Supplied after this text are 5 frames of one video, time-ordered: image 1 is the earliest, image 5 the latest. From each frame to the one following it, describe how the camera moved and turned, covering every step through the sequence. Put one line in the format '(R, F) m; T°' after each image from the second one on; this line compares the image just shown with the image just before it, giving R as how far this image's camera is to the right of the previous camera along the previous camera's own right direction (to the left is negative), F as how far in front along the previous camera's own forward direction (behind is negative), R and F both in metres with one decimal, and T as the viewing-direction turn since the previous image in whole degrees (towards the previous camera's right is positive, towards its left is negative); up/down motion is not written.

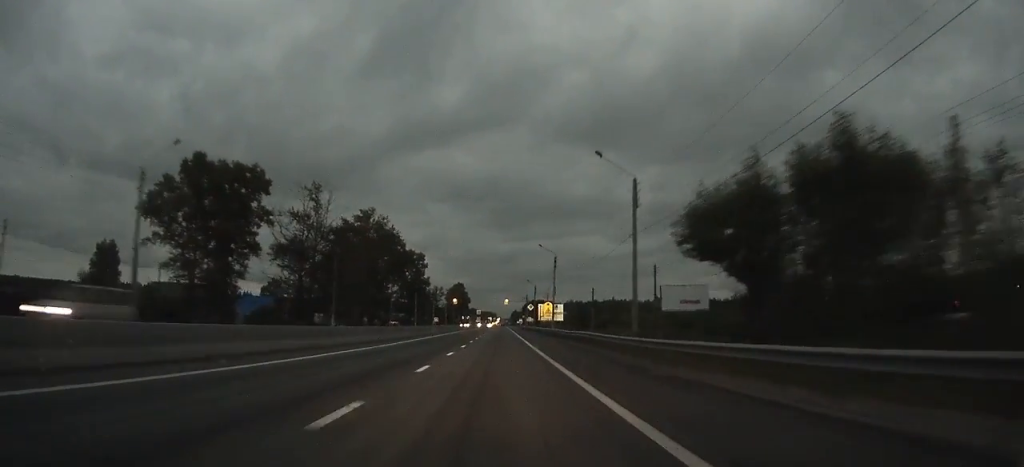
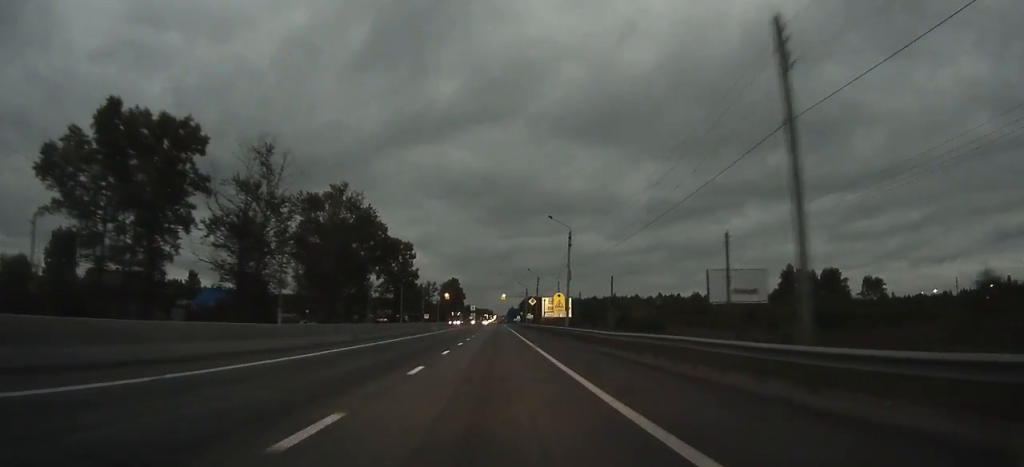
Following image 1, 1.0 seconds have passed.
(0.0, +17.1) m; 0°
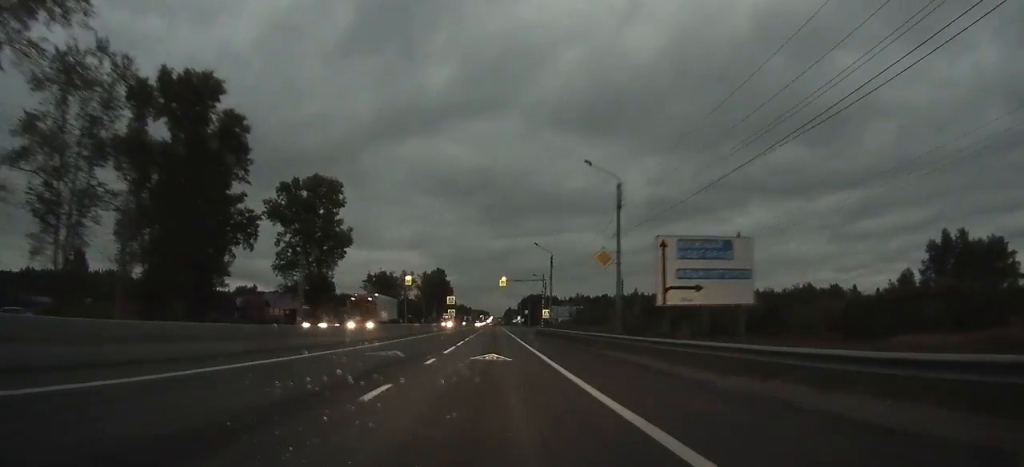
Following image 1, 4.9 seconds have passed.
(+0.2, +67.4) m; 0°
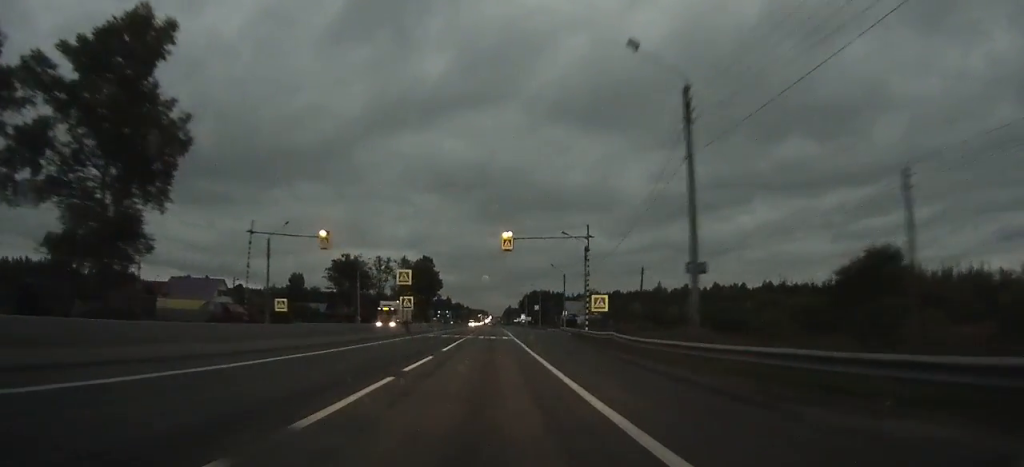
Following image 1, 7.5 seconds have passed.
(-0.1, +46.9) m; 0°
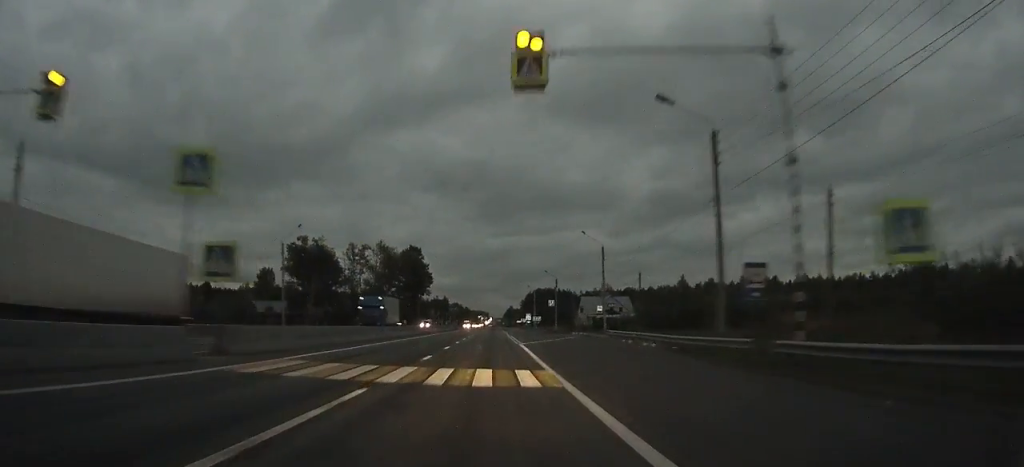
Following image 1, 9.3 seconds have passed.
(0.0, +34.4) m; 0°
